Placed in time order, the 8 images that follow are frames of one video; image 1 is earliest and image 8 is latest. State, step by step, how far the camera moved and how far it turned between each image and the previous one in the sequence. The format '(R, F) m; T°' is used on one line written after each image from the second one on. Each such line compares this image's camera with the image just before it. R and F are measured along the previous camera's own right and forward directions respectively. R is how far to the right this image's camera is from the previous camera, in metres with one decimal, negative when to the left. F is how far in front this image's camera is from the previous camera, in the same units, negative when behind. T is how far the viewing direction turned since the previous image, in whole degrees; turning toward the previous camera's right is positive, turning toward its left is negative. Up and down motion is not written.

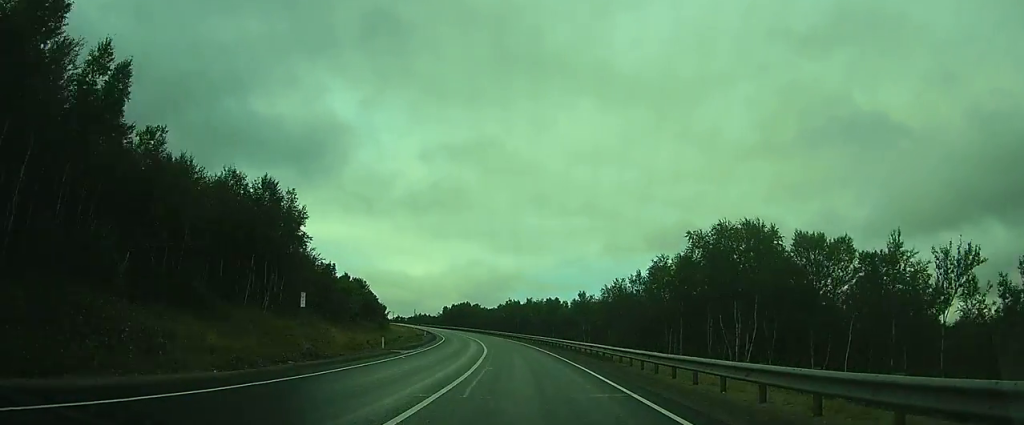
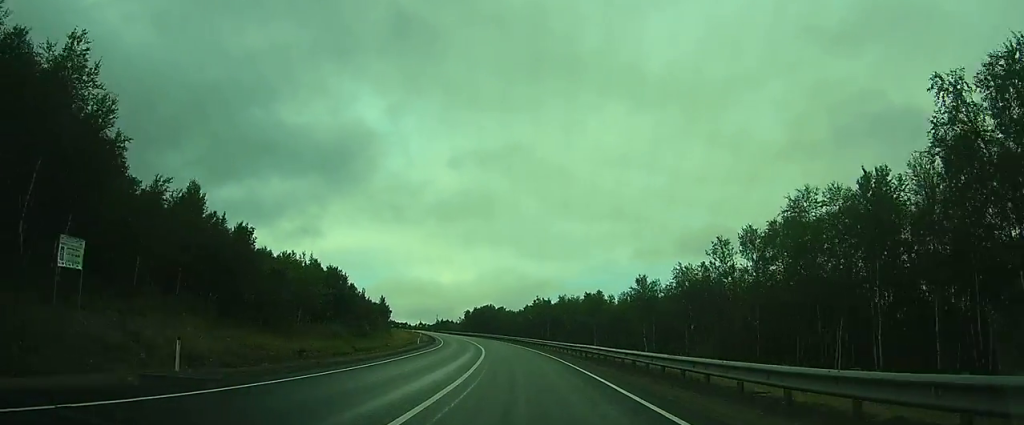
(0.0, +24.8) m; -2°
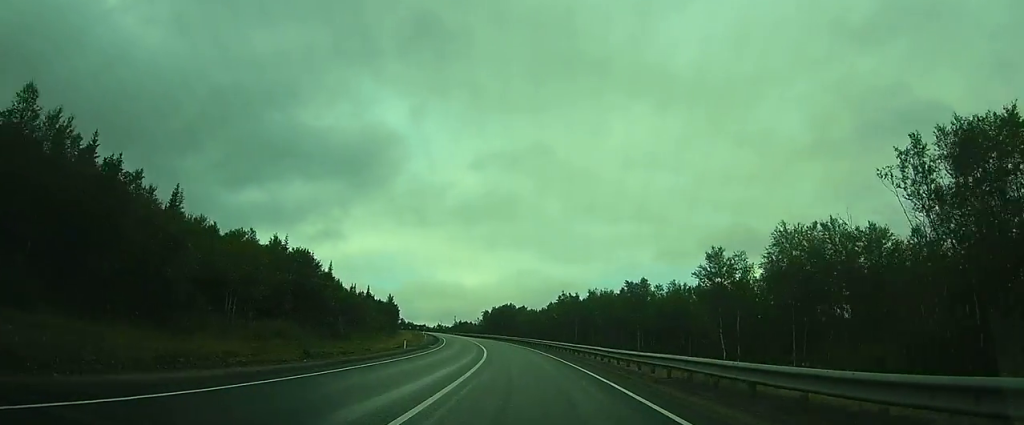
(-0.1, +16.2) m; -3°
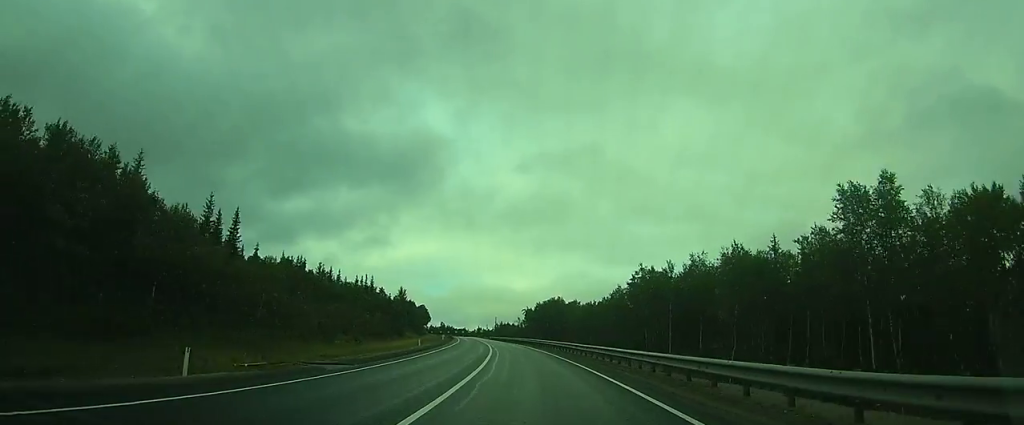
(-1.5, +34.0) m; -4°
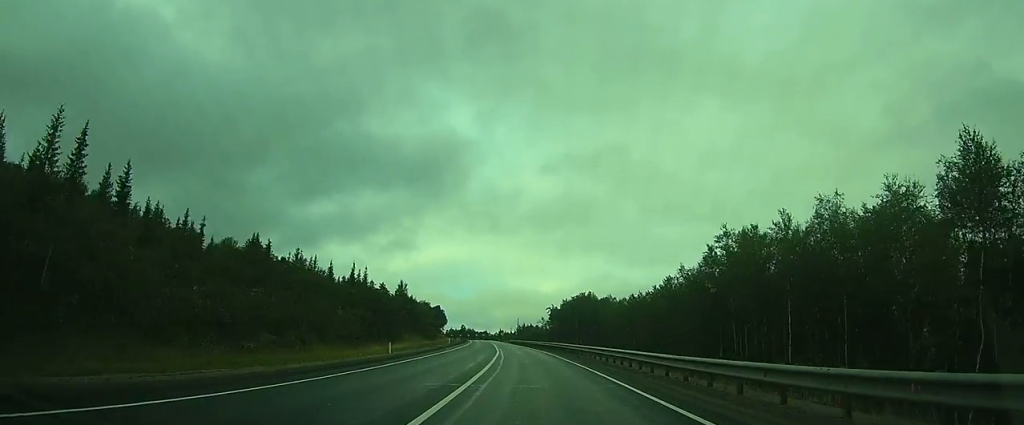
(-0.4, +18.5) m; -3°
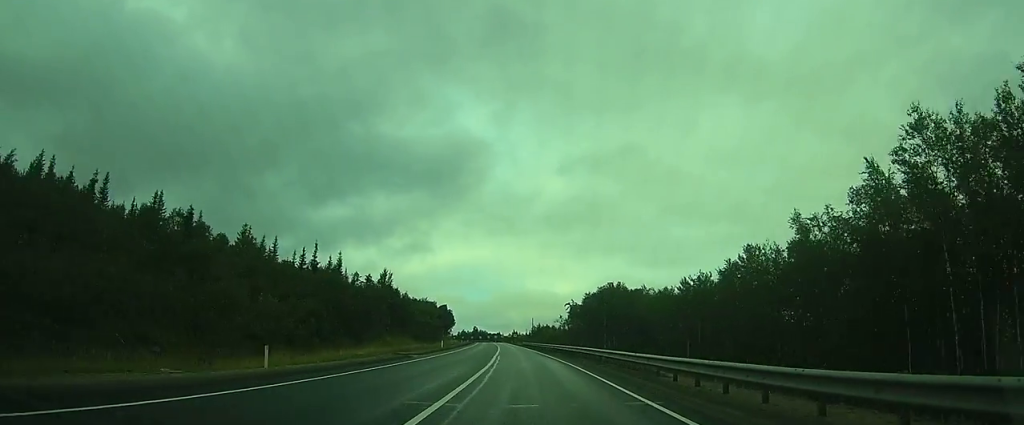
(-0.5, +18.5) m; -3°
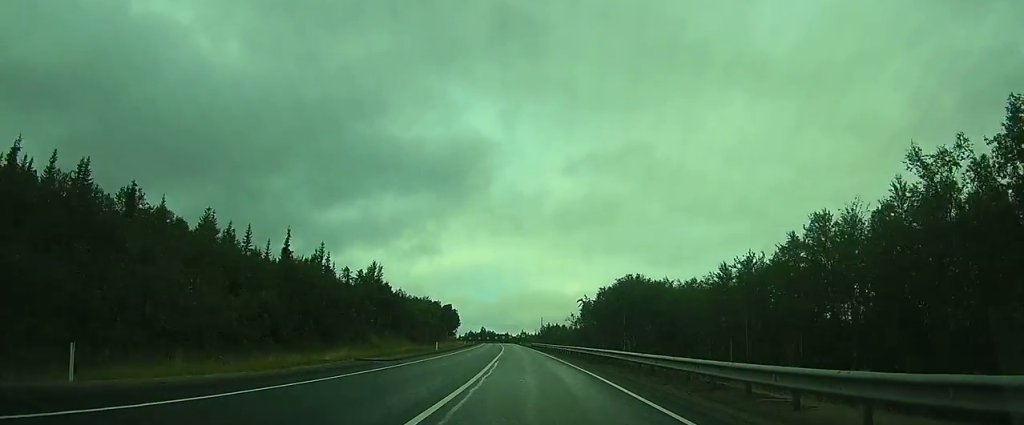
(0.0, +8.9) m; -2°
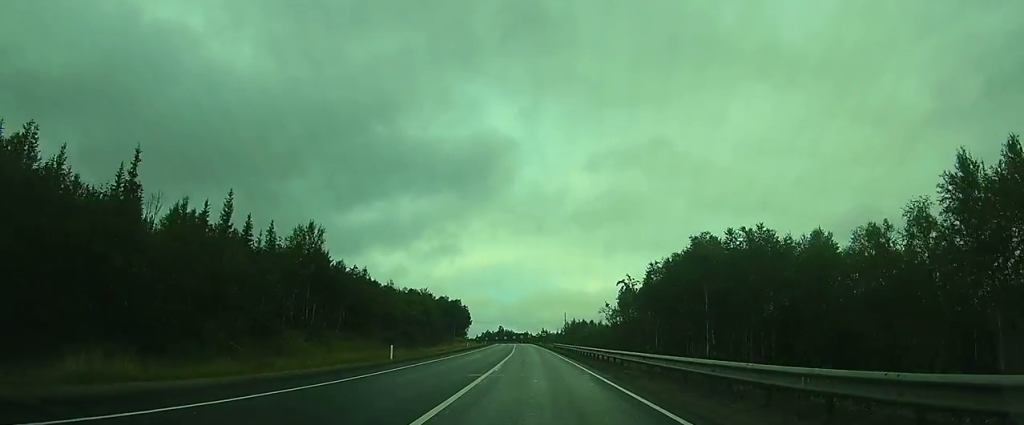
(-0.8, +23.8) m; -2°
